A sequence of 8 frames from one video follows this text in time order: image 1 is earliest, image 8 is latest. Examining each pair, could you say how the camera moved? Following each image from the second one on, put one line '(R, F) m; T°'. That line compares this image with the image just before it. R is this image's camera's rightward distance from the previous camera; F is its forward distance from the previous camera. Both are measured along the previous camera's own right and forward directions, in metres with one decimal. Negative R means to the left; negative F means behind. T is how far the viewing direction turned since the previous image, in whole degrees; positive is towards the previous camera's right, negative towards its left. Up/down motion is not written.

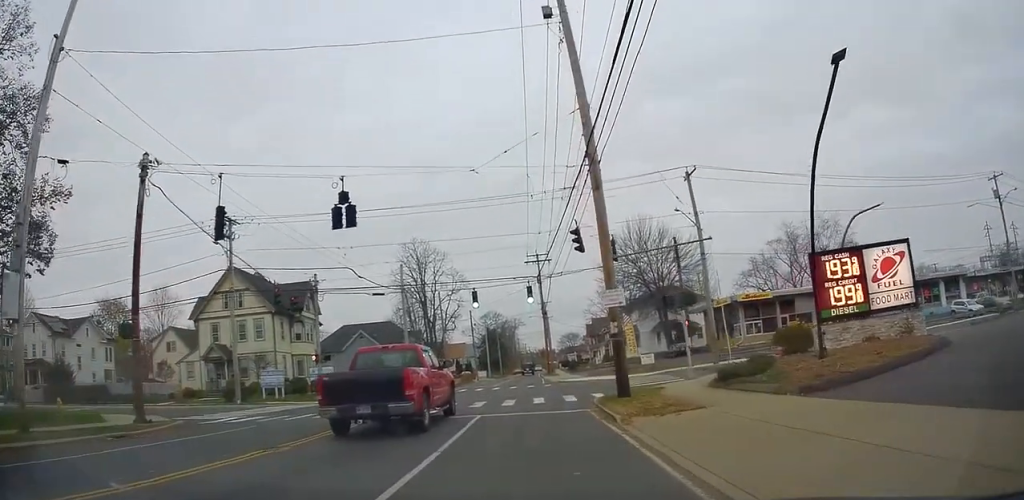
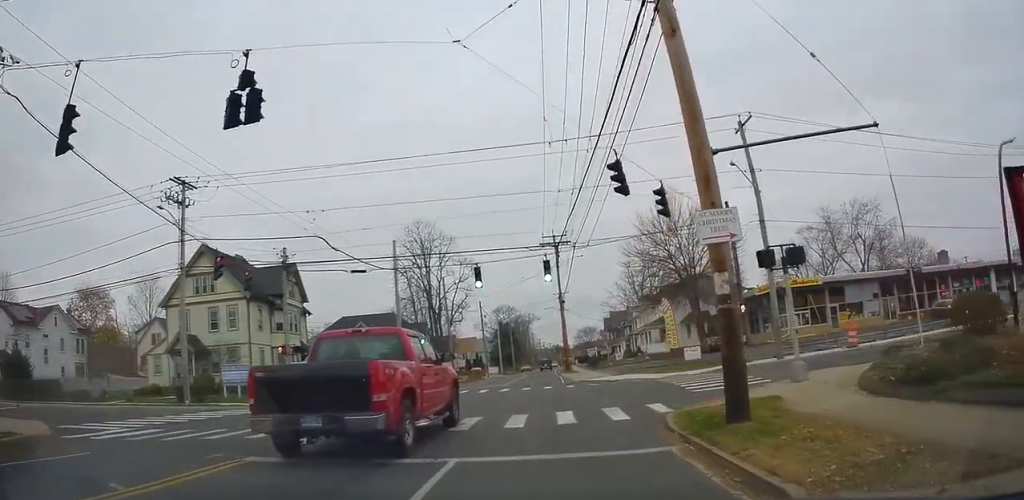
(-0.1, +7.4) m; +1°
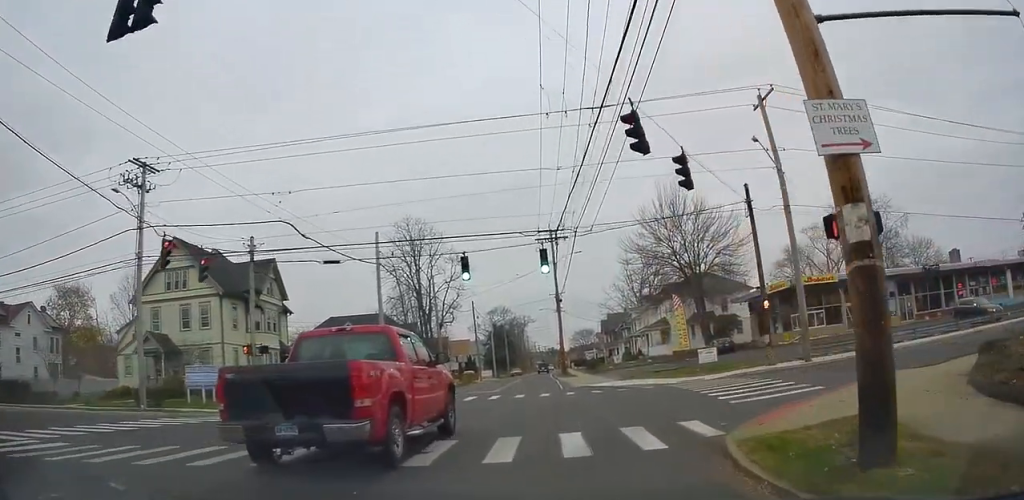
(0.0, +3.6) m; +2°
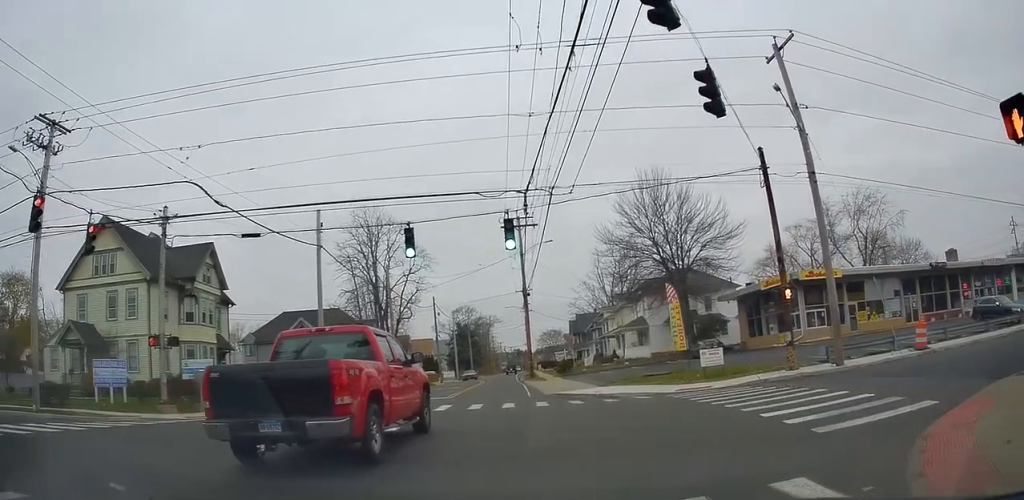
(+0.2, +5.4) m; +7°
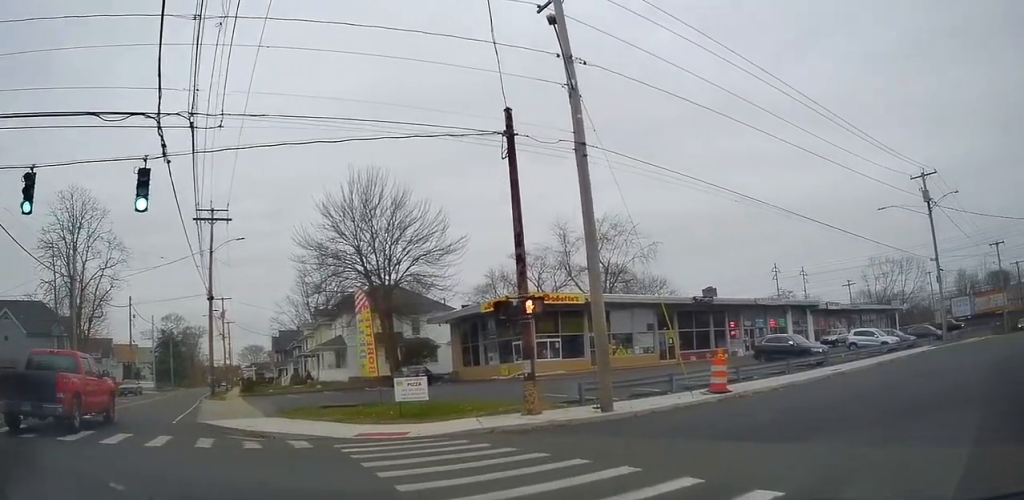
(+1.0, +6.6) m; +25°
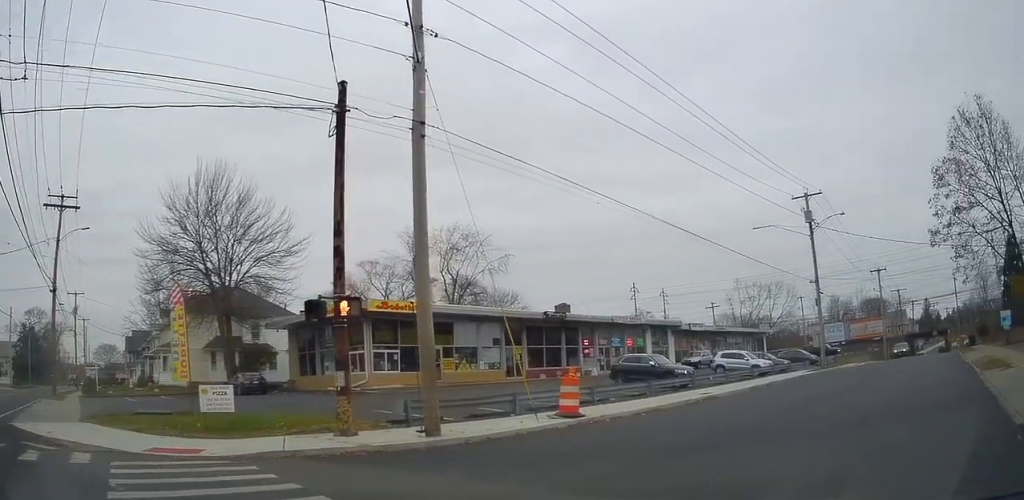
(+0.3, +2.0) m; +14°
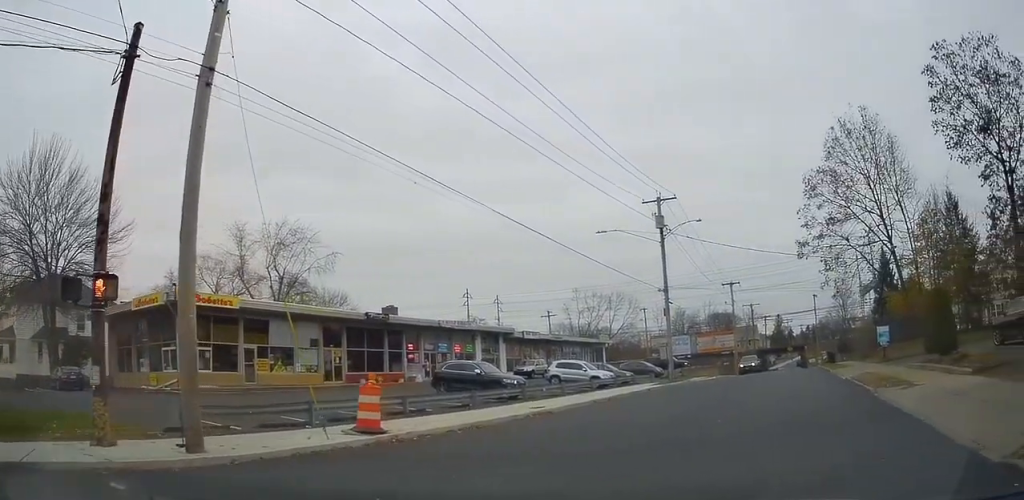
(+0.3, +2.4) m; +14°
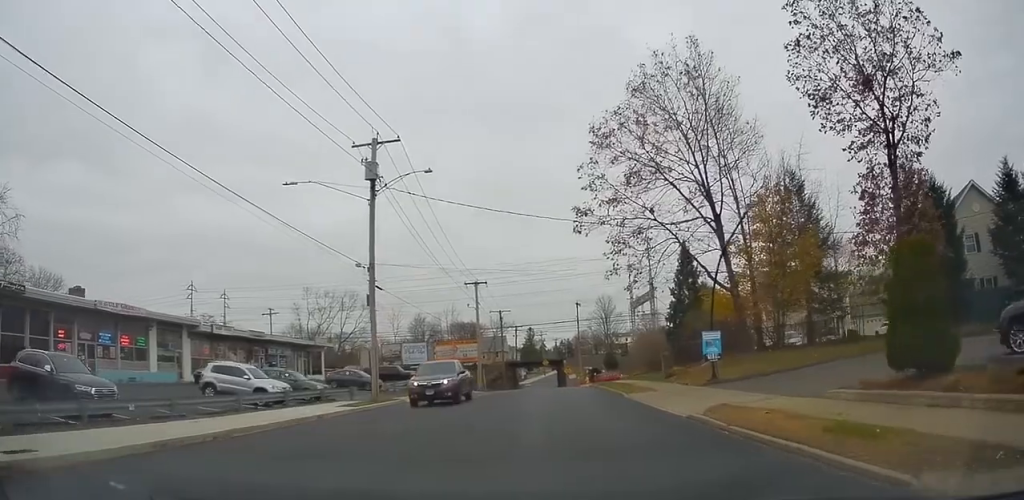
(+3.4, +10.8) m; +24°
